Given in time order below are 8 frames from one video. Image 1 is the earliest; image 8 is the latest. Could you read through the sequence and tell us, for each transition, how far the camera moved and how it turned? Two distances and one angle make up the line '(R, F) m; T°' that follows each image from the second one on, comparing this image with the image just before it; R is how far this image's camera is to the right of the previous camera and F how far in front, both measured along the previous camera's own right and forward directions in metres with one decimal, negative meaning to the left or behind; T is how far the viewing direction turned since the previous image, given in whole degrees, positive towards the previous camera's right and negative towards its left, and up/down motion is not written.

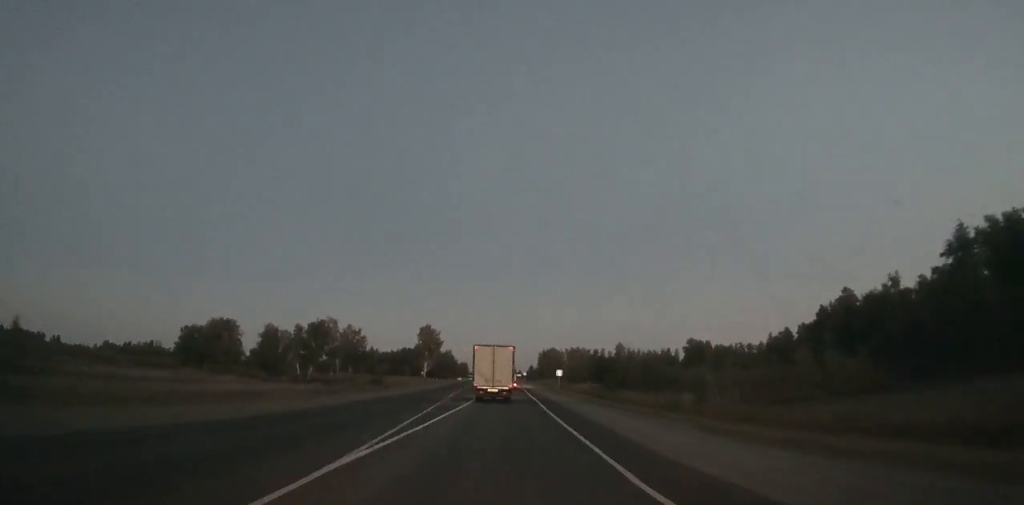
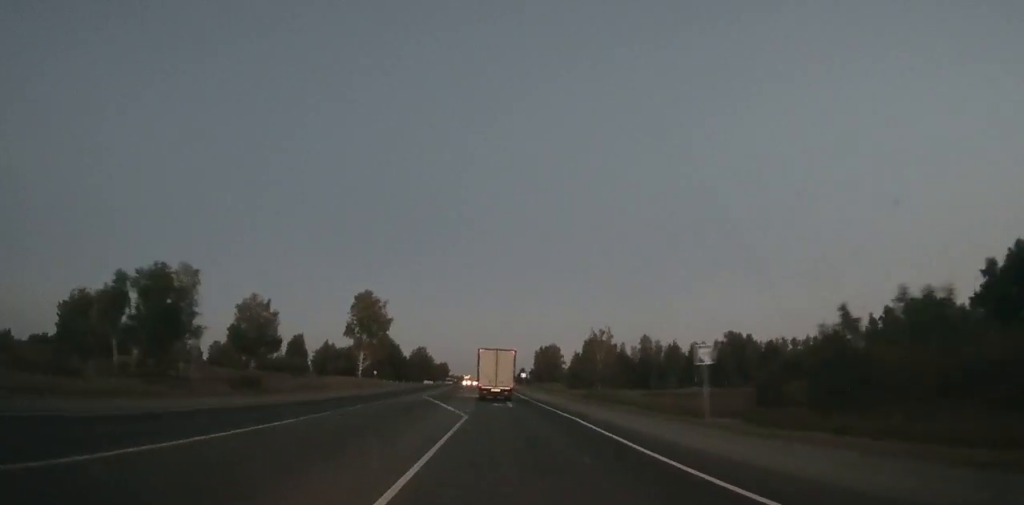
(+0.3, +60.5) m; +1°
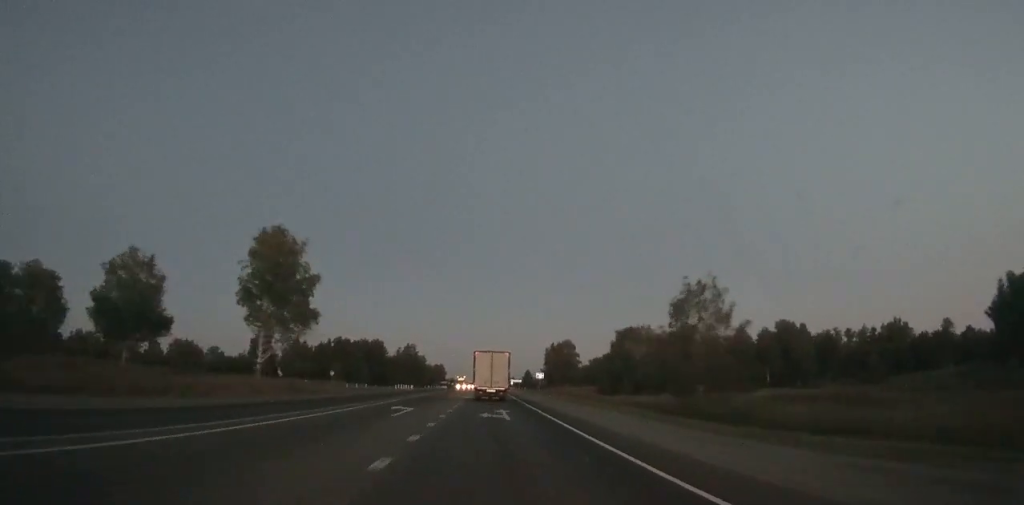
(+0.1, +39.0) m; 0°
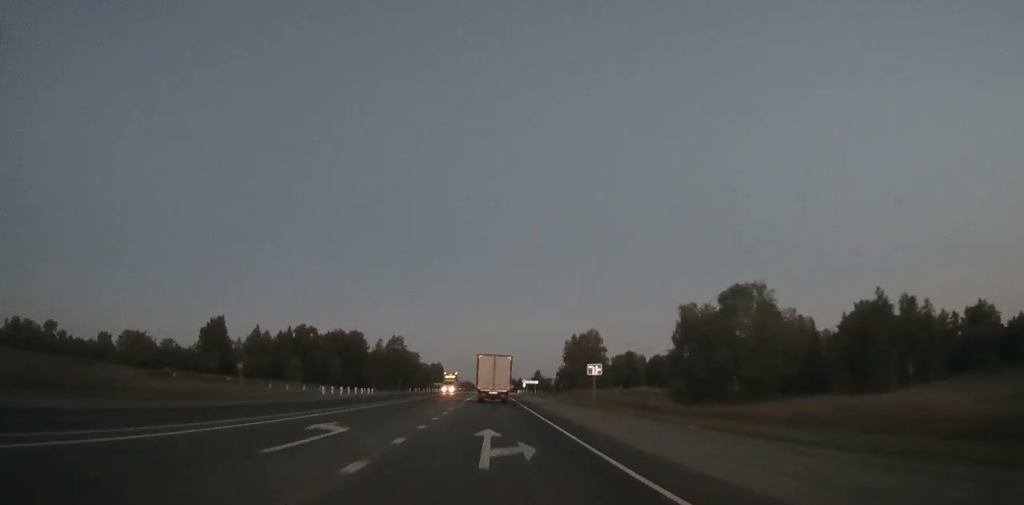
(+0.1, +41.0) m; 0°
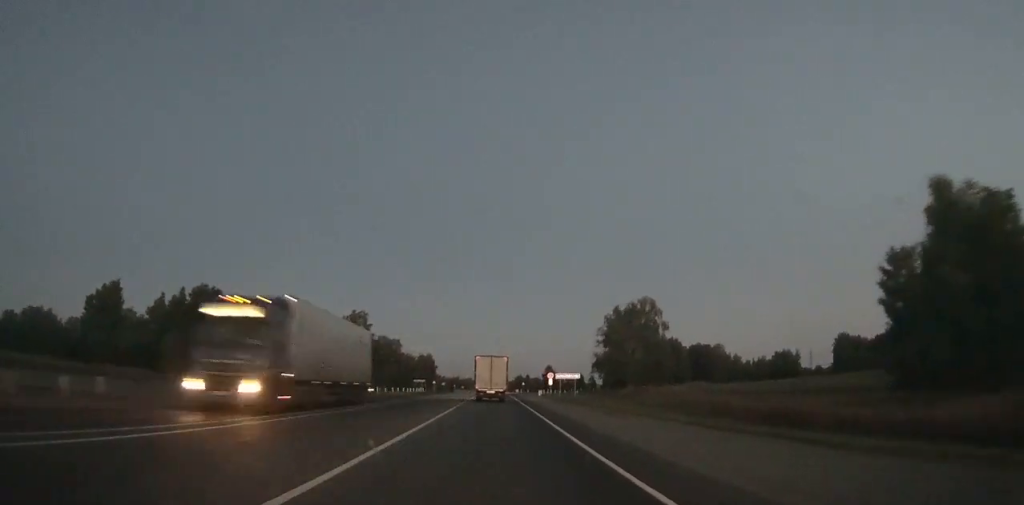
(-0.3, +52.8) m; 0°
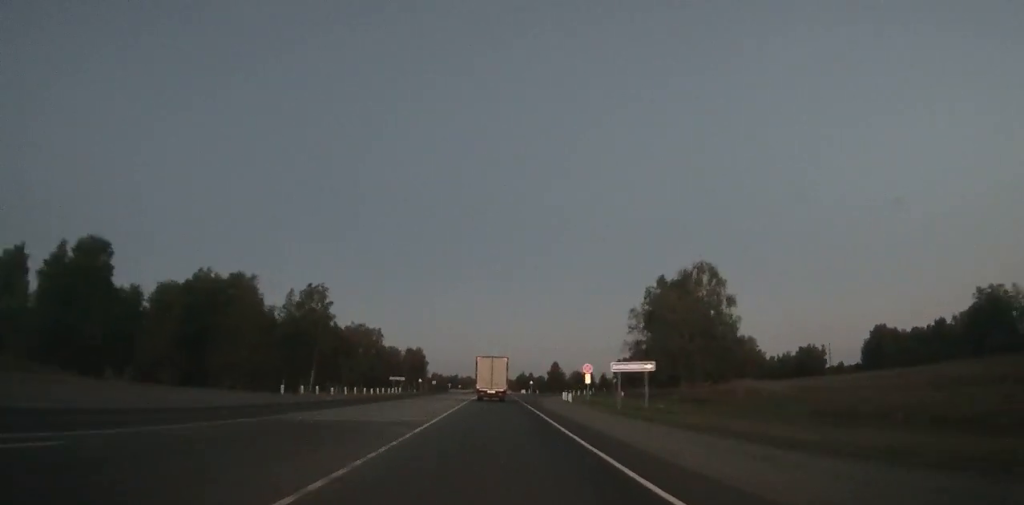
(0.0, +29.5) m; 0°
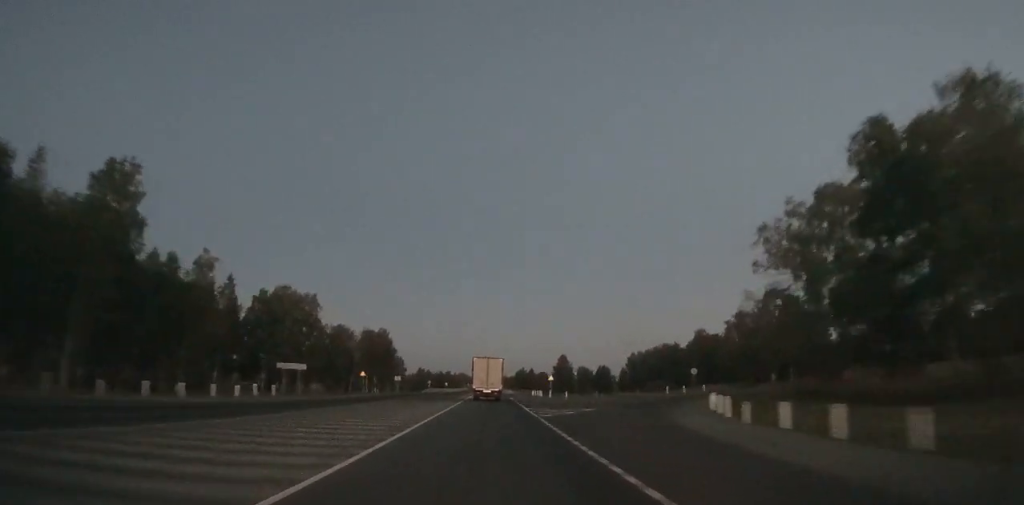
(0.0, +49.3) m; 0°
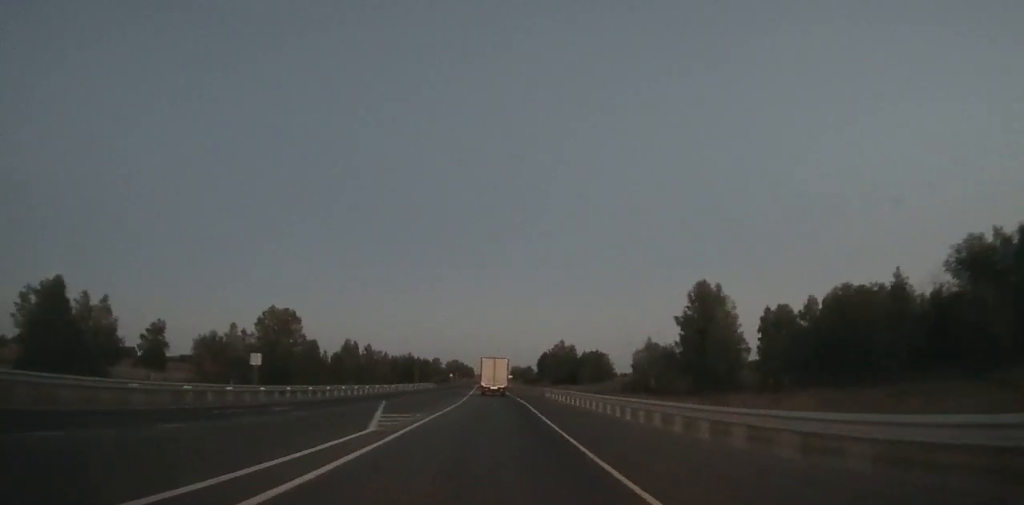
(-0.3, +161.5) m; -1°
